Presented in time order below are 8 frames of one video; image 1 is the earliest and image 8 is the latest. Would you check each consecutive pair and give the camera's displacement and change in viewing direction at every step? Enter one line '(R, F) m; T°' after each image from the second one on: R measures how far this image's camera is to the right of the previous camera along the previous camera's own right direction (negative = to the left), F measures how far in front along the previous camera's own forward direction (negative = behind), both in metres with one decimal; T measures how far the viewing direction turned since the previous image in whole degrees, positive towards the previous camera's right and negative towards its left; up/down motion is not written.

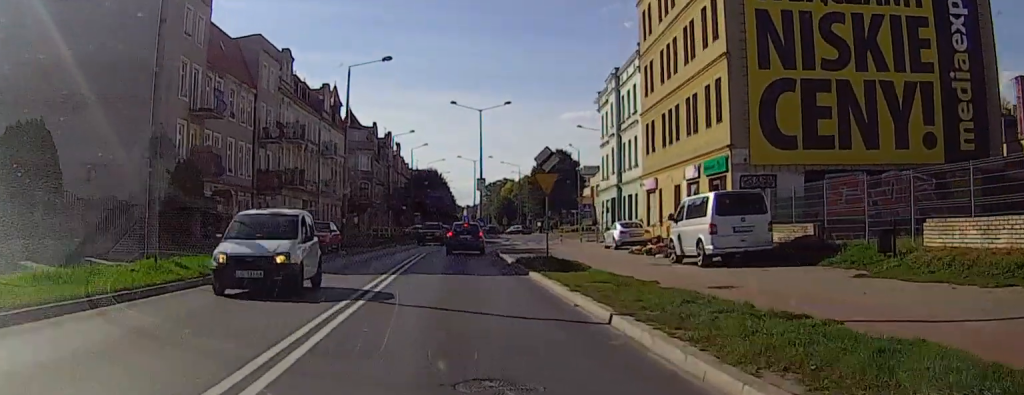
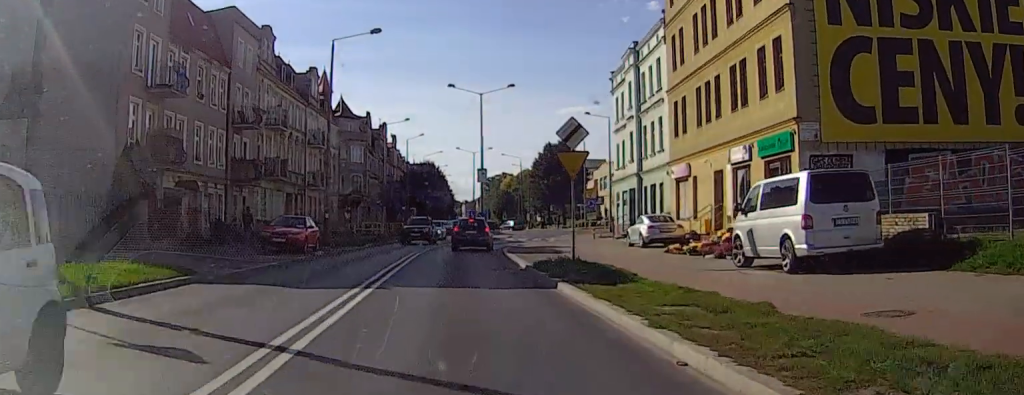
(0.0, +6.1) m; 0°
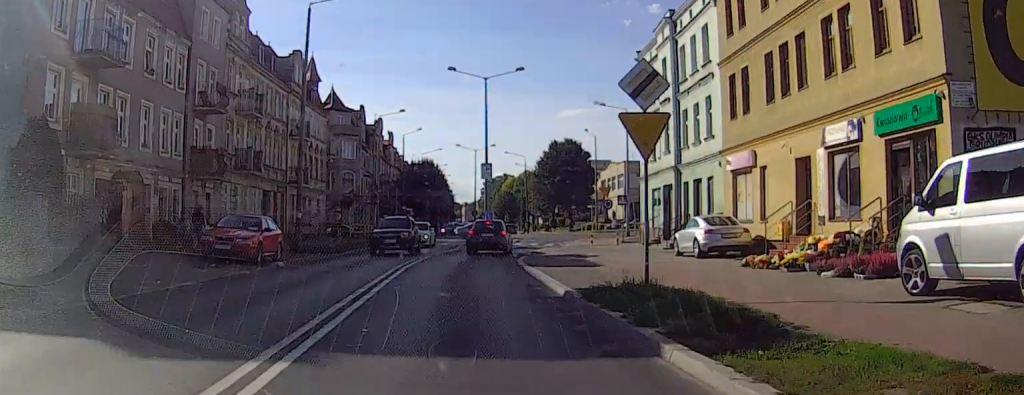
(+0.1, +7.9) m; 0°
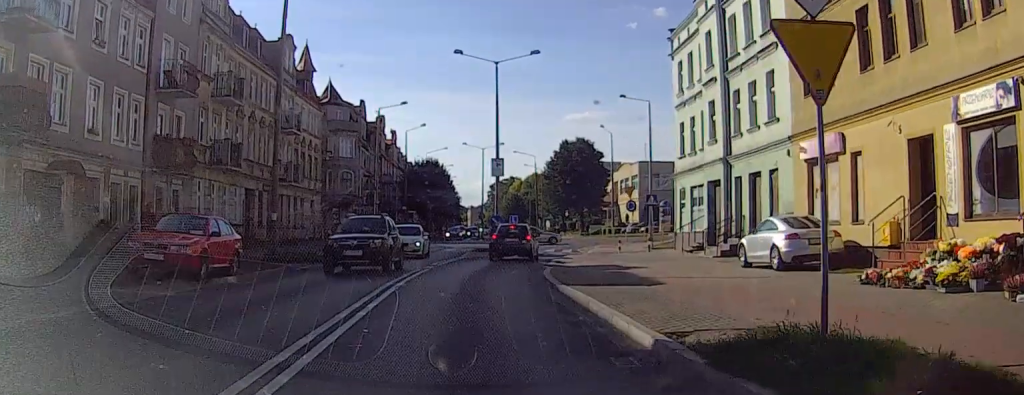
(0.0, +6.4) m; 0°
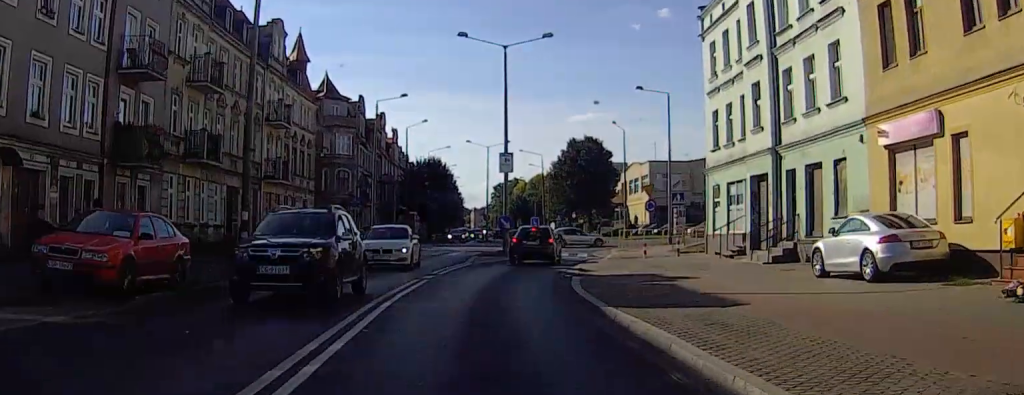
(0.0, +4.9) m; 0°
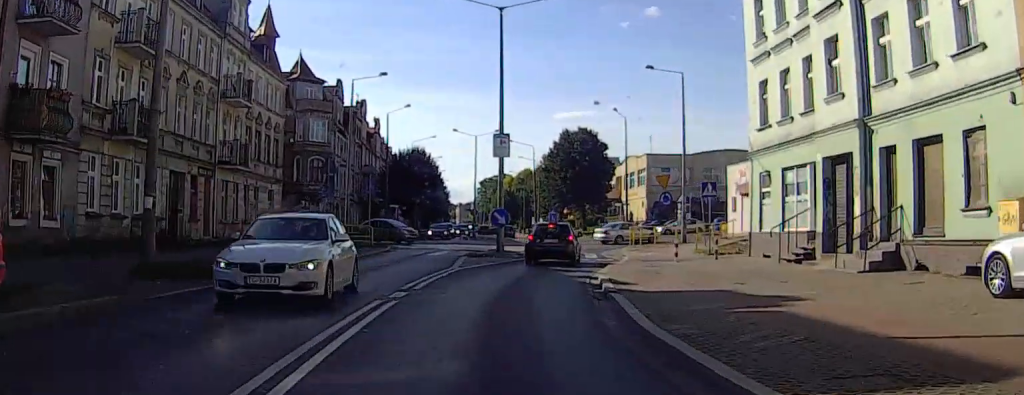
(0.0, +7.4) m; 0°
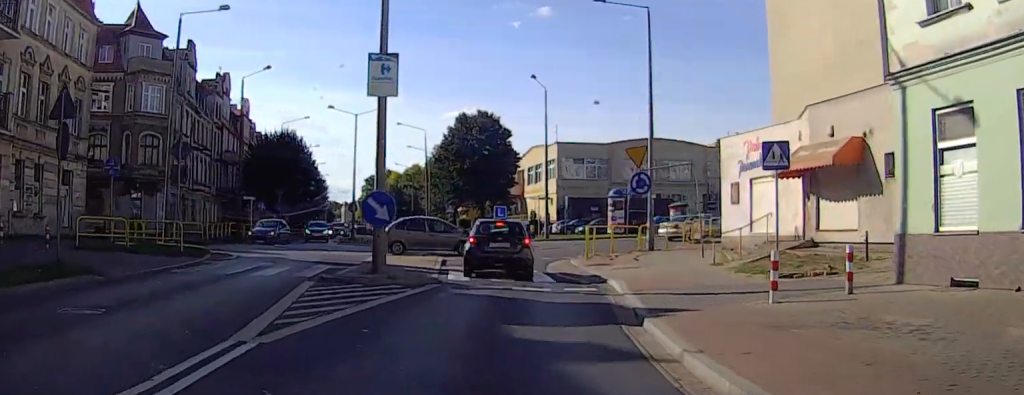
(+0.5, +17.6) m; +6°
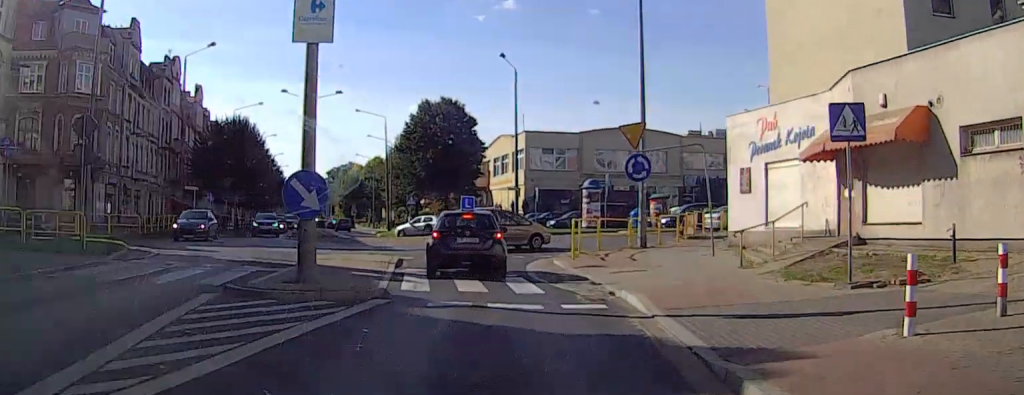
(+0.2, +5.4) m; +3°
